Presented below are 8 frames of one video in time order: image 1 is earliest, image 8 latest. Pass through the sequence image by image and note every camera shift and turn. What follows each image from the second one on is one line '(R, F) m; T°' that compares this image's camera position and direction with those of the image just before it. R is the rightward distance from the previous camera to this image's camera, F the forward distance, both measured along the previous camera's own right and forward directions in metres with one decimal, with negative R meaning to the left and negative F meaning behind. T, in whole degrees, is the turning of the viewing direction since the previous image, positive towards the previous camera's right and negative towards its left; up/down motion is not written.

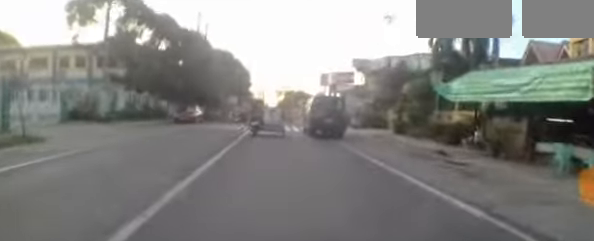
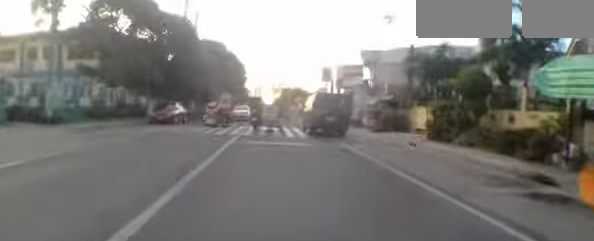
(-0.2, +4.4) m; -1°
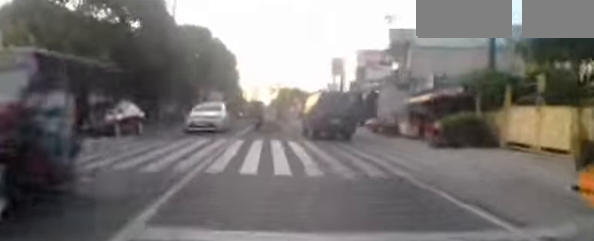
(0.0, +8.3) m; -1°
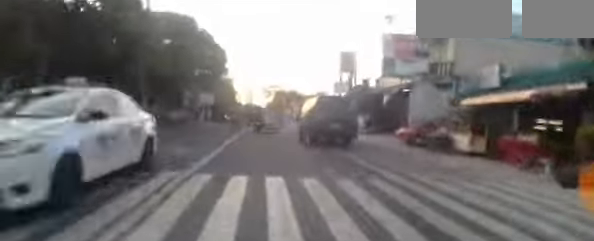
(0.0, +5.8) m; +1°
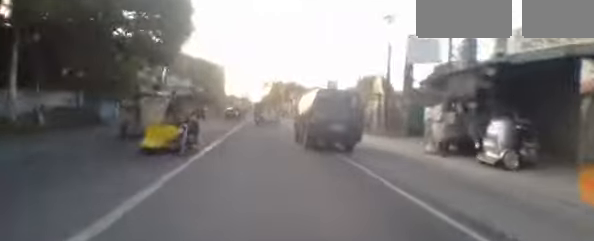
(+0.7, +14.9) m; +3°
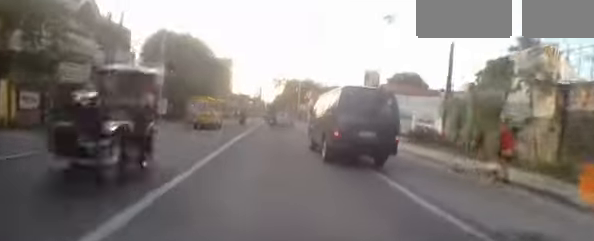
(-0.8, +13.9) m; -6°
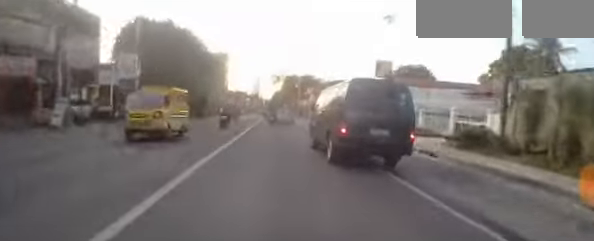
(0.0, +4.8) m; -2°
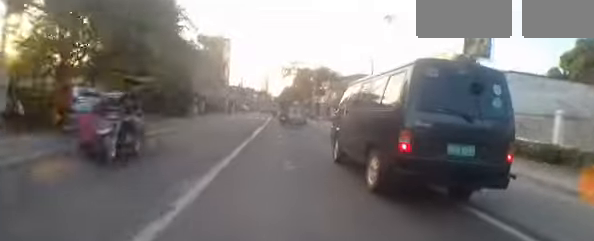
(+0.3, +12.7) m; +4°
